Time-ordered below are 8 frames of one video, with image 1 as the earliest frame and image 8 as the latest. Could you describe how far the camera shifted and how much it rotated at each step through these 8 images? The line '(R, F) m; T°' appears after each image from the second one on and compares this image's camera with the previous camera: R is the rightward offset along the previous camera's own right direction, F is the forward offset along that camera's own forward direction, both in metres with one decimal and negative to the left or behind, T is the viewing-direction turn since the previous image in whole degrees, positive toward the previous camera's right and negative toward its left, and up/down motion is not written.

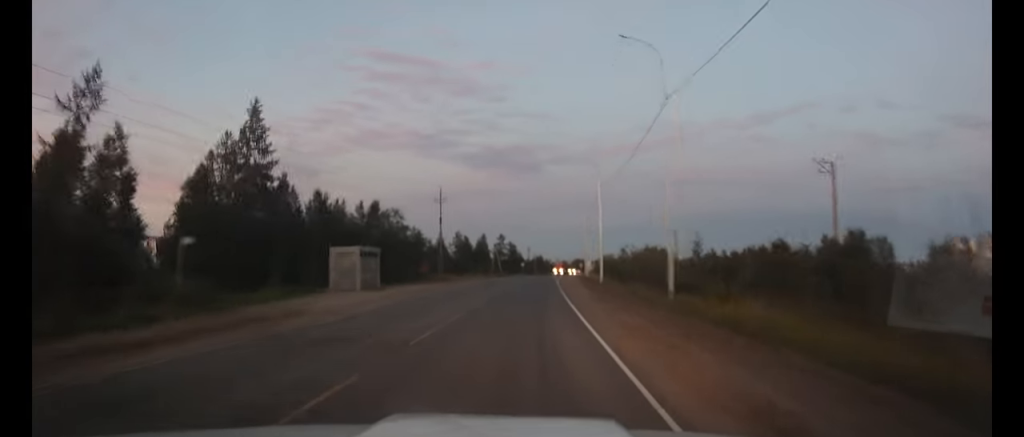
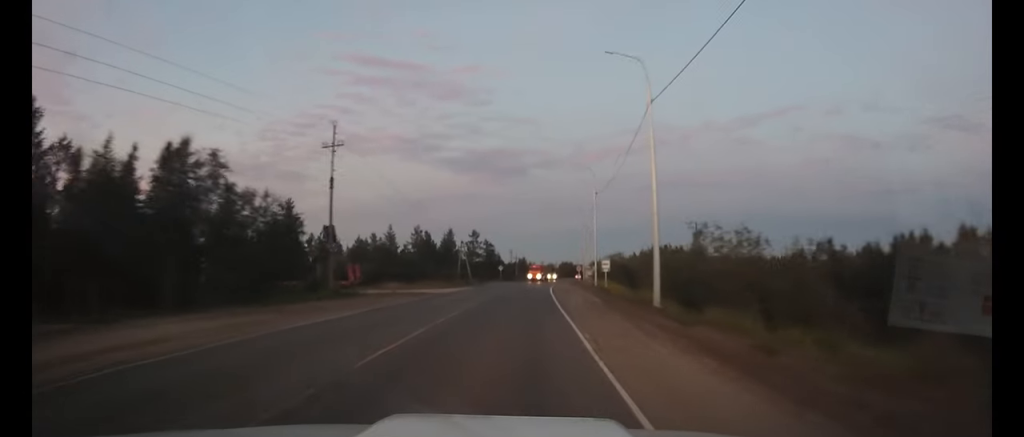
(+0.3, +30.4) m; +1°
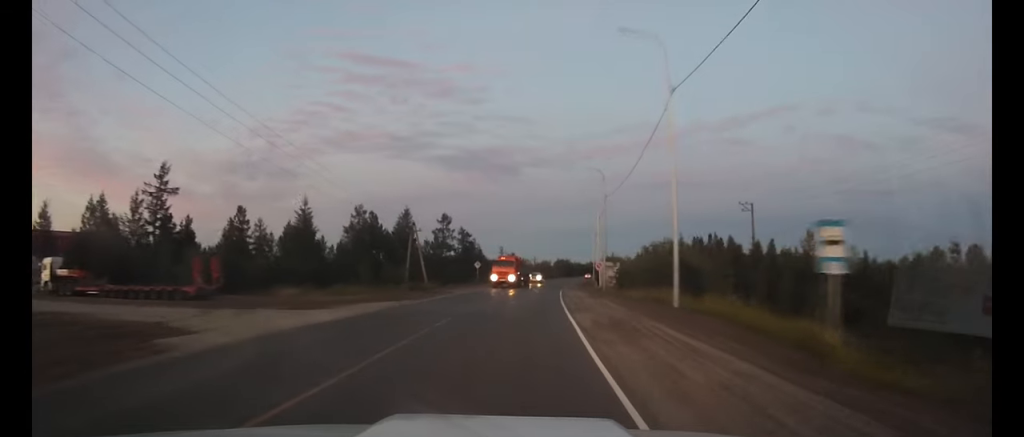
(+0.3, +32.2) m; +1°
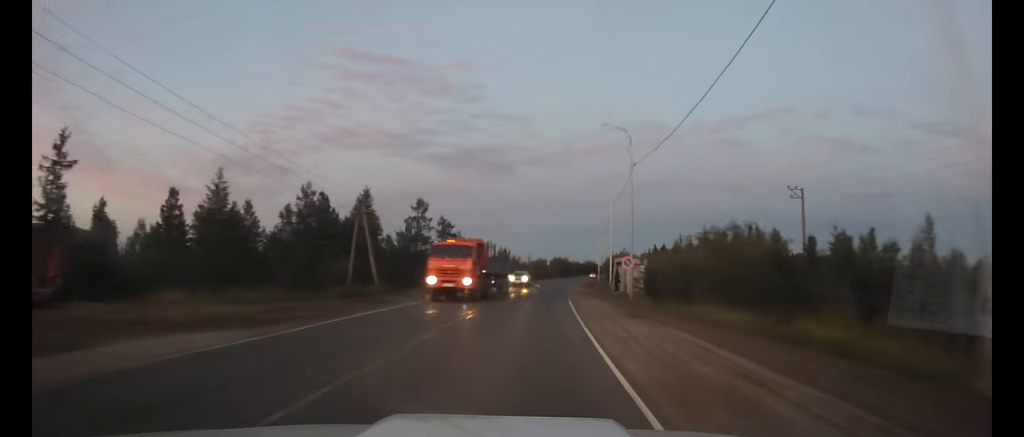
(+0.1, +16.8) m; +1°
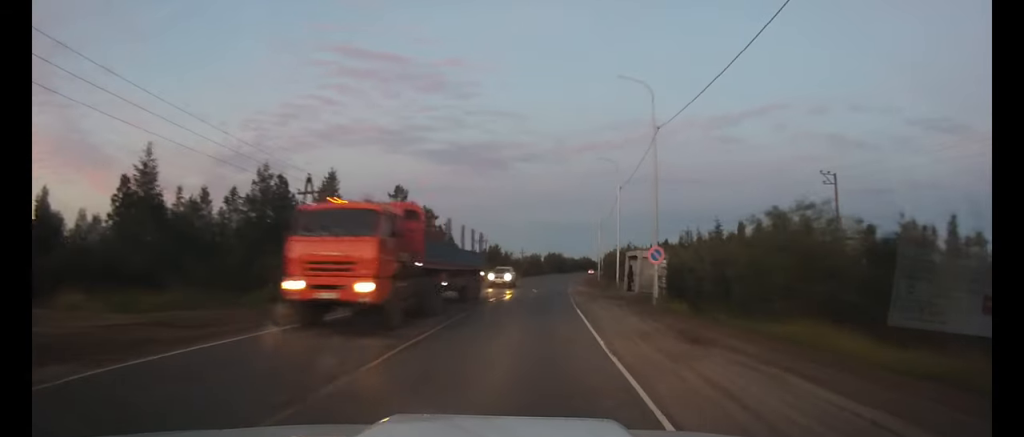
(+0.1, +8.9) m; +1°
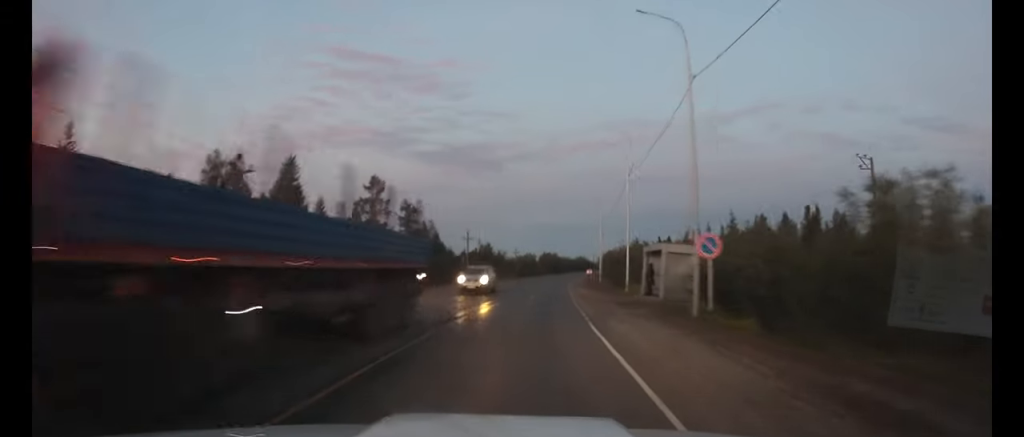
(0.0, +7.9) m; +1°
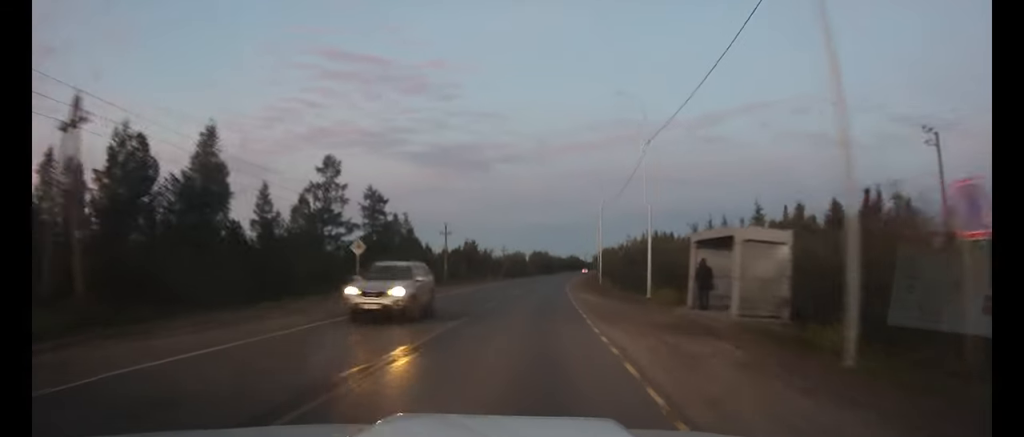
(+0.1, +11.1) m; +1°
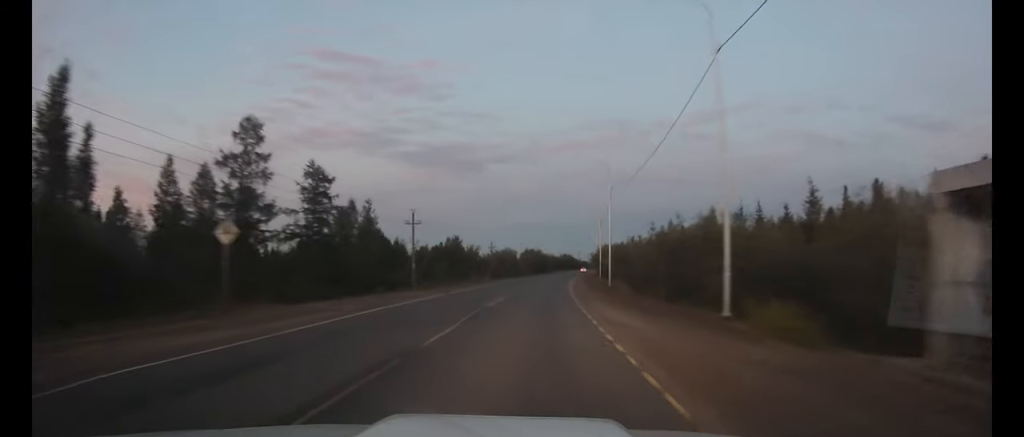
(+0.1, +13.8) m; +1°
